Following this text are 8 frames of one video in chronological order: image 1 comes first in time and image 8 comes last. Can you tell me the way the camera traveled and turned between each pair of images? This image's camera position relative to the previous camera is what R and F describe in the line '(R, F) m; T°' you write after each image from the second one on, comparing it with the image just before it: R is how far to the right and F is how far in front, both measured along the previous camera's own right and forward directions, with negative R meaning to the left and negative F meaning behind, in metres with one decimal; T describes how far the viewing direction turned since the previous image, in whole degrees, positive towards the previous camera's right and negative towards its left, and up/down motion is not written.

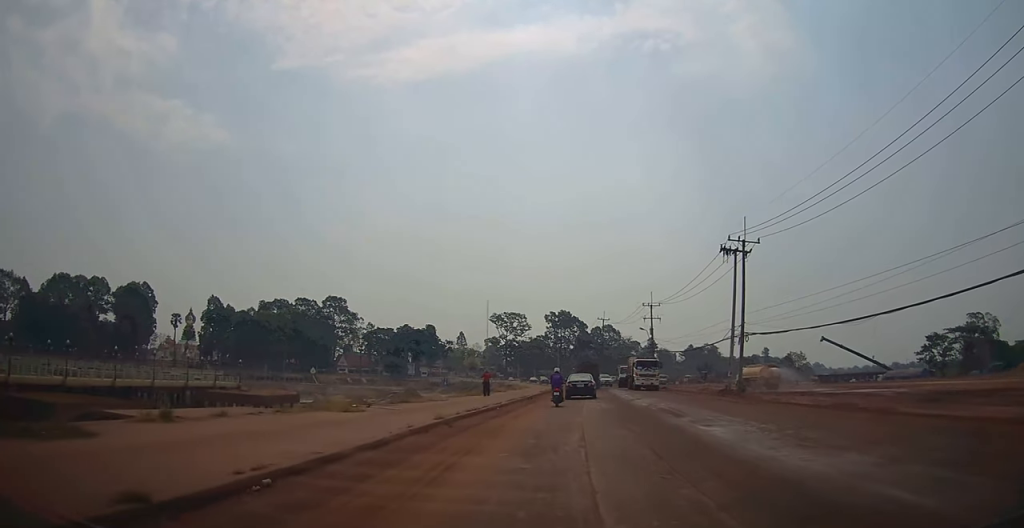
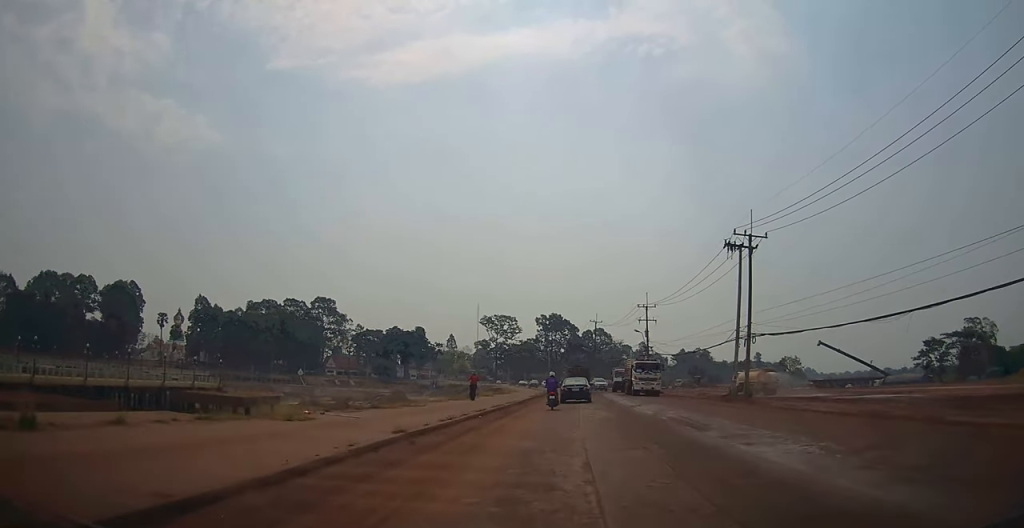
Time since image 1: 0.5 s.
(+0.1, +3.2) m; +3°
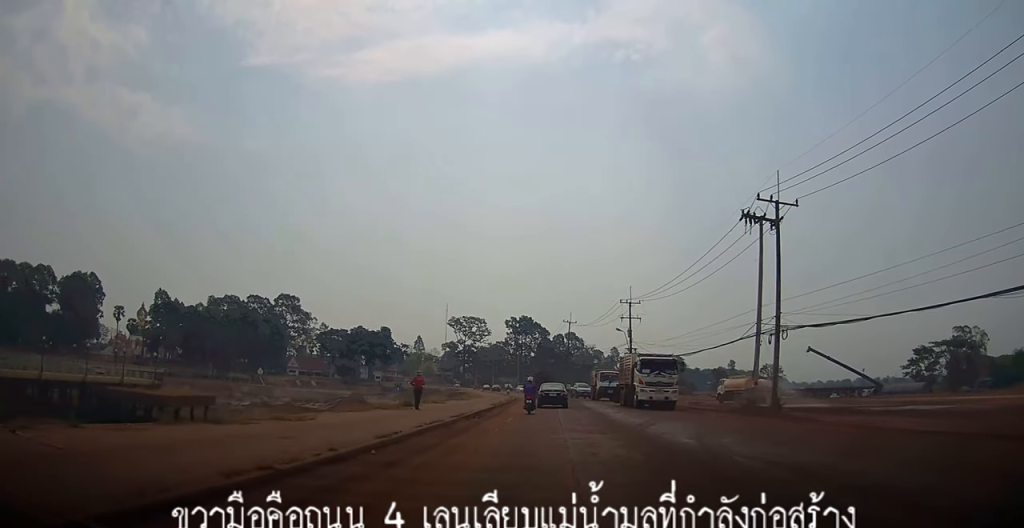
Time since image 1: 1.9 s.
(+0.3, +9.4) m; +2°
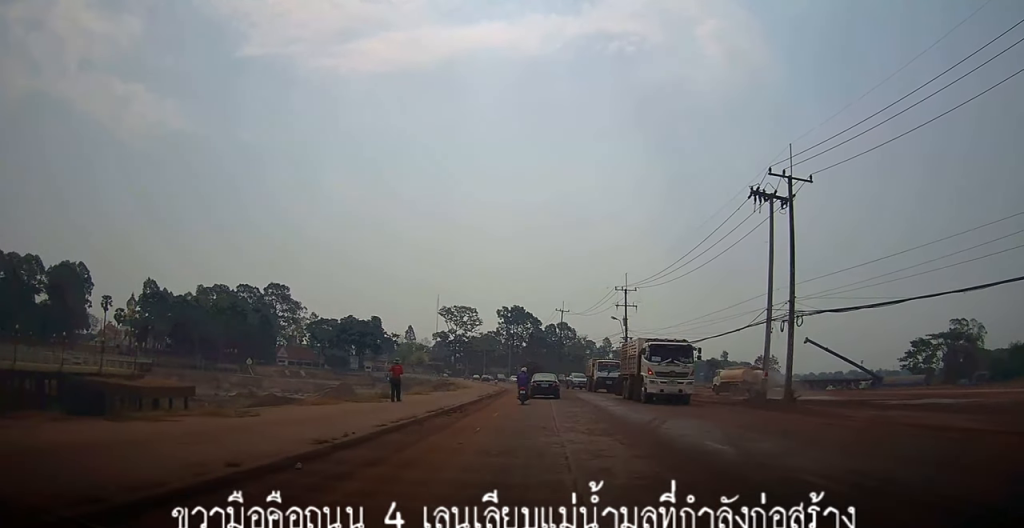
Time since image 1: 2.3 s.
(0.0, +2.8) m; 0°
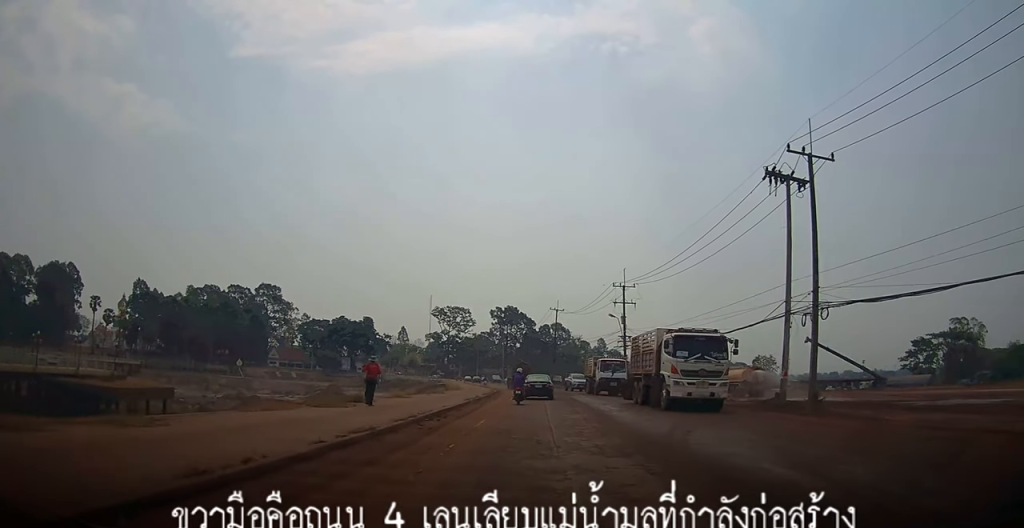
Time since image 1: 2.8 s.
(0.0, +3.2) m; -1°
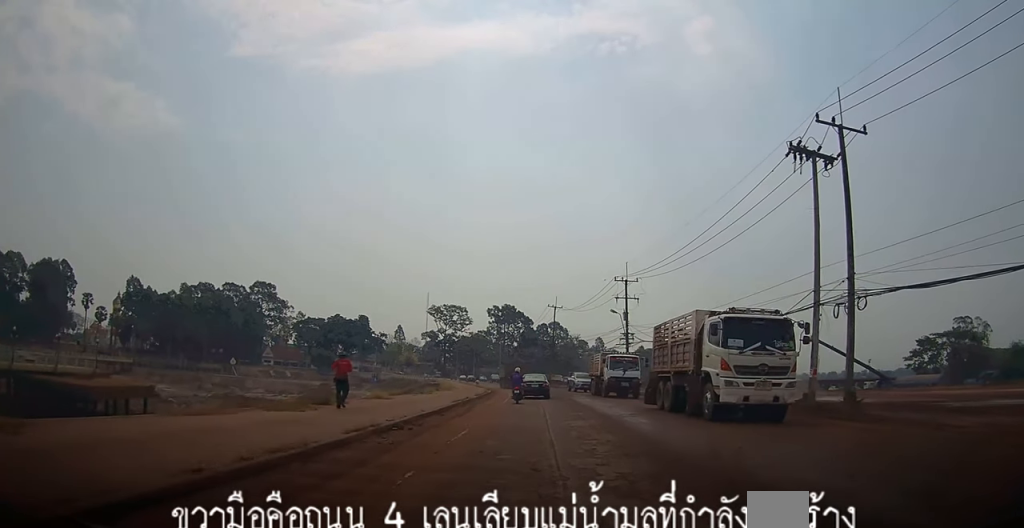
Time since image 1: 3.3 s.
(0.0, +3.3) m; -1°
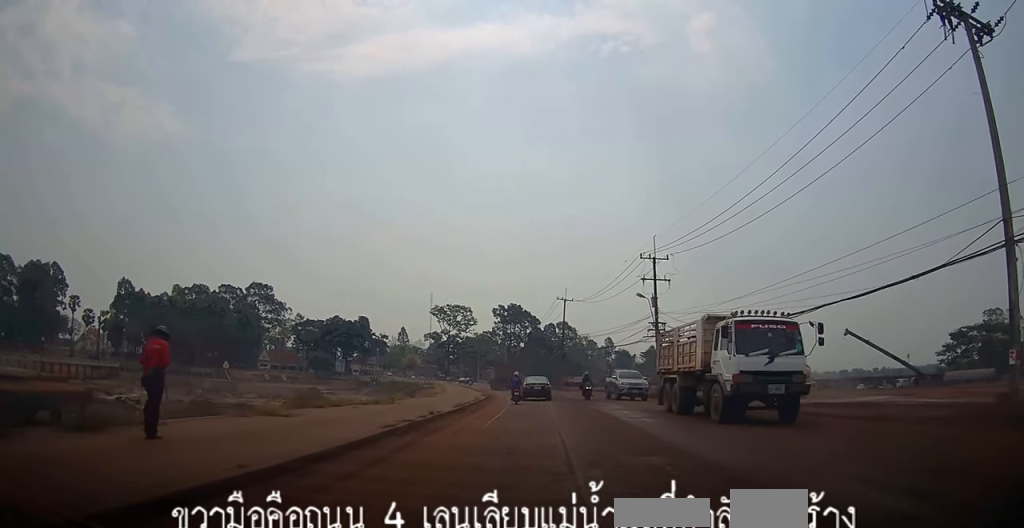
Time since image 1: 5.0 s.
(-0.2, +11.3) m; -1°
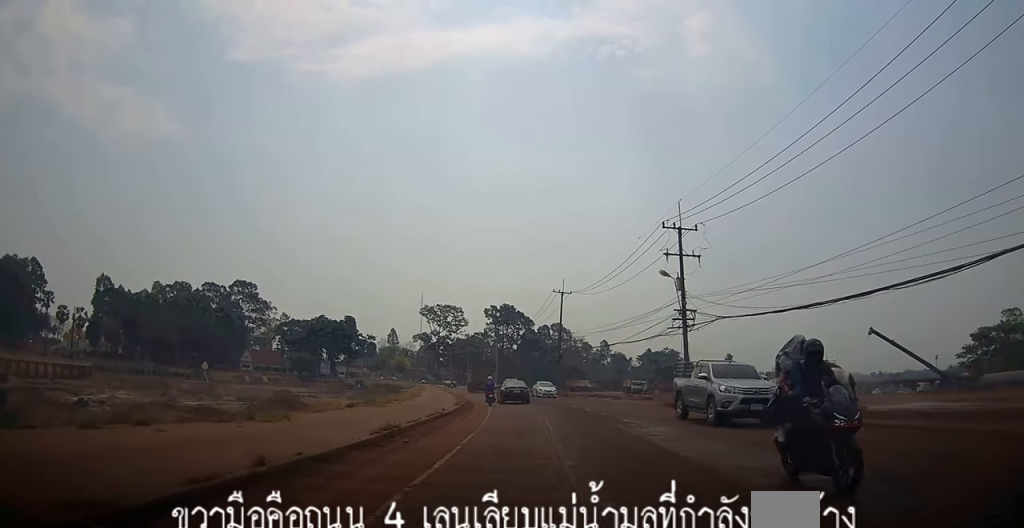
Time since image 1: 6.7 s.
(0.0, +11.0) m; -1°
